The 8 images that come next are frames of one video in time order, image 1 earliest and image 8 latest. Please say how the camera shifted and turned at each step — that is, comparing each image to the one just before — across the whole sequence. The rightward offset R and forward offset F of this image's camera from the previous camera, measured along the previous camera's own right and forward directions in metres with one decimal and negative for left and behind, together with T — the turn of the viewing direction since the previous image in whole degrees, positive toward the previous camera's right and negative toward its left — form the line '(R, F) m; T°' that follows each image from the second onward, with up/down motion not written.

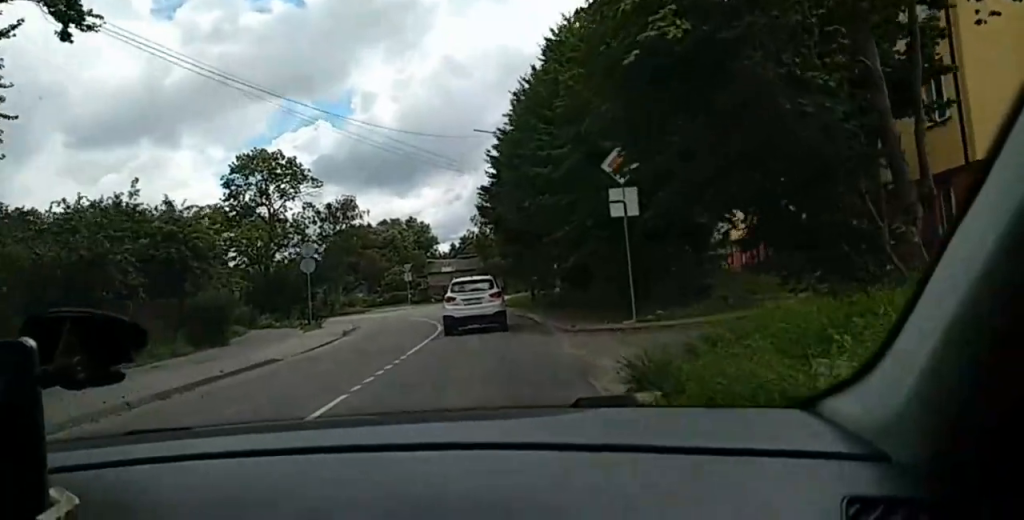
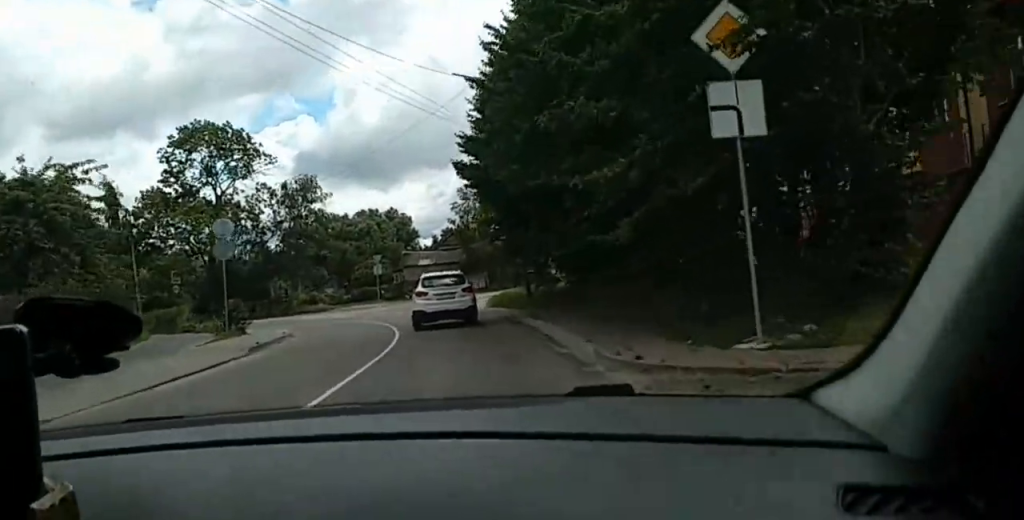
(+0.6, +8.9) m; +8°
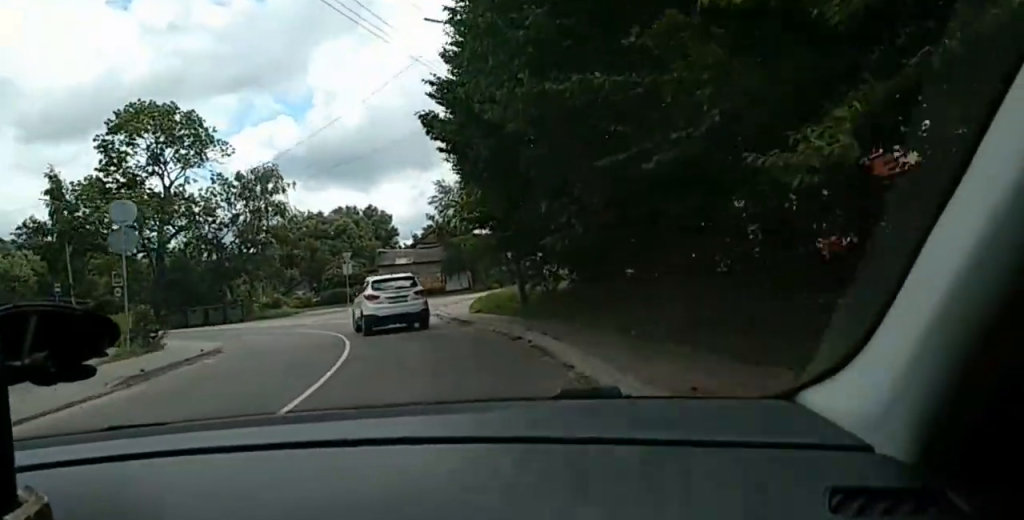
(+0.3, +5.8) m; +4°
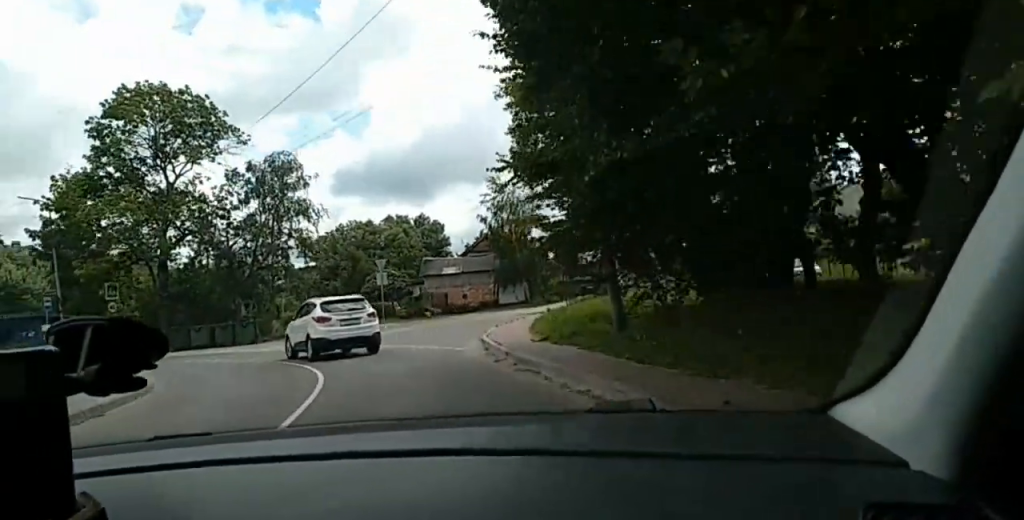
(+0.3, +9.1) m; +3°
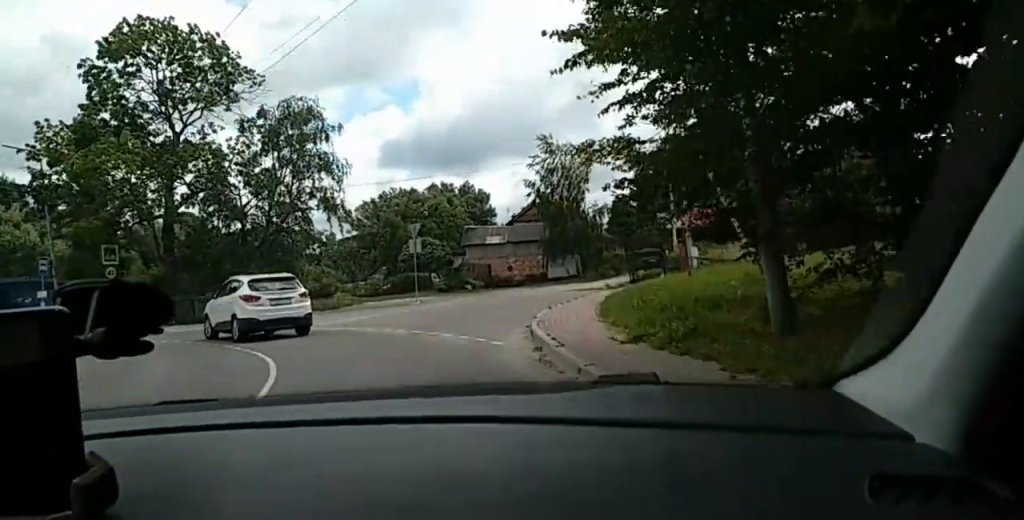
(+0.1, +6.3) m; -2°
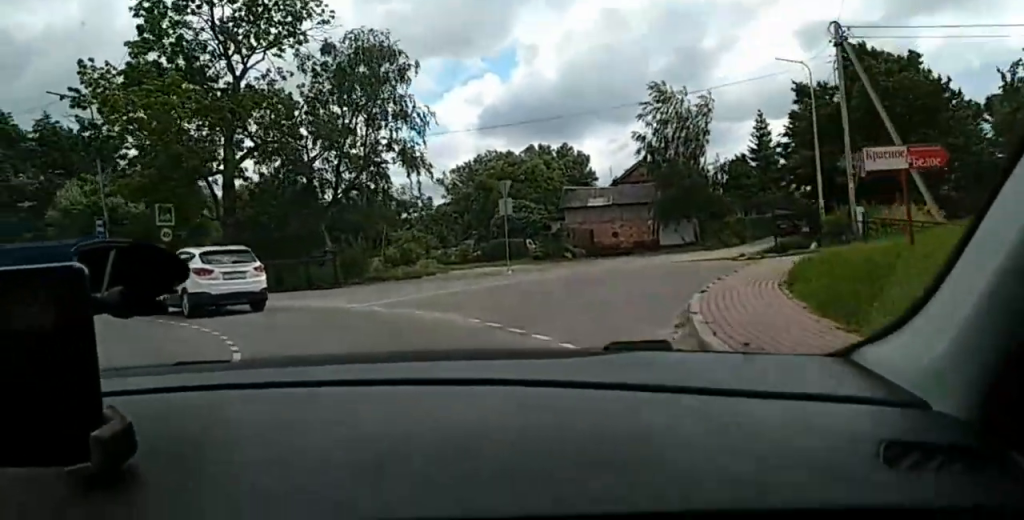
(+0.1, +6.2) m; -13°
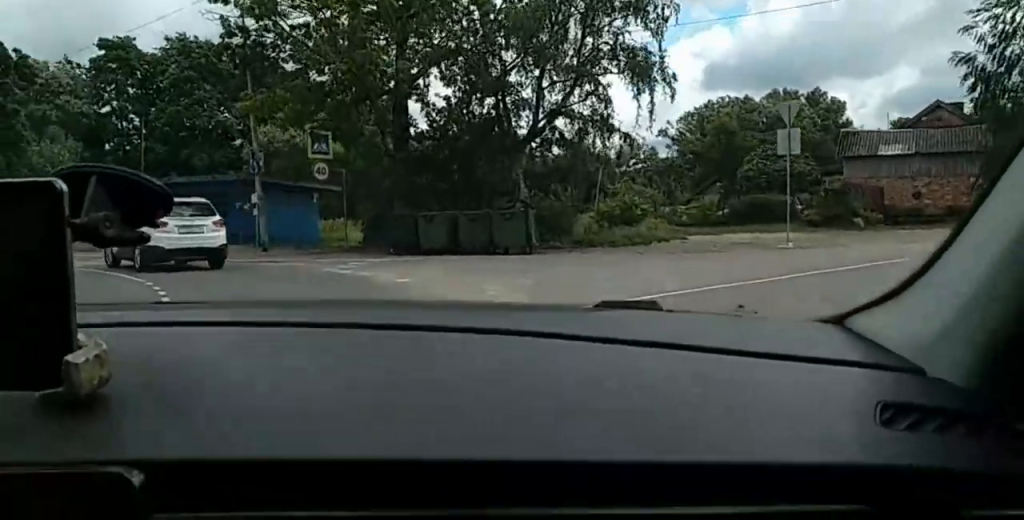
(-2.6, +9.7) m; -19°
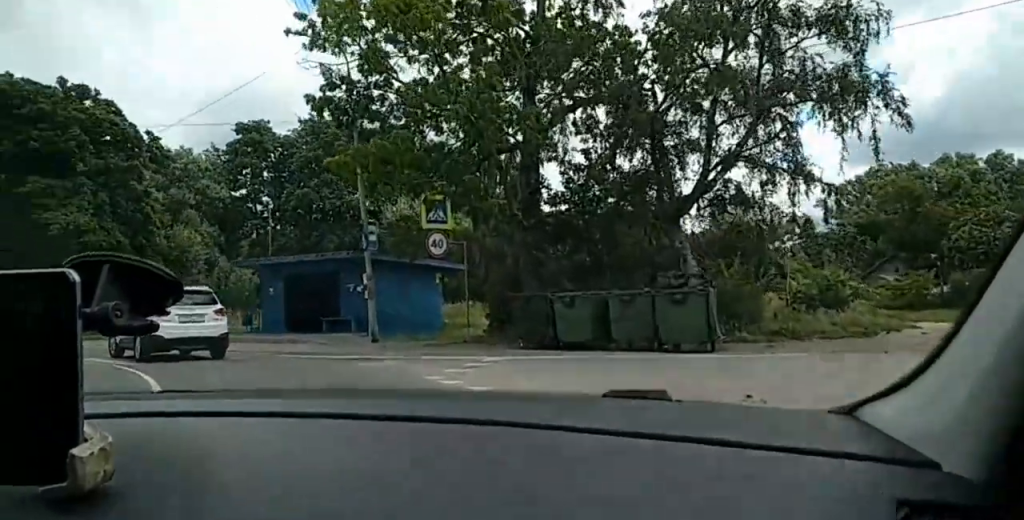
(0.0, +5.3) m; 0°
